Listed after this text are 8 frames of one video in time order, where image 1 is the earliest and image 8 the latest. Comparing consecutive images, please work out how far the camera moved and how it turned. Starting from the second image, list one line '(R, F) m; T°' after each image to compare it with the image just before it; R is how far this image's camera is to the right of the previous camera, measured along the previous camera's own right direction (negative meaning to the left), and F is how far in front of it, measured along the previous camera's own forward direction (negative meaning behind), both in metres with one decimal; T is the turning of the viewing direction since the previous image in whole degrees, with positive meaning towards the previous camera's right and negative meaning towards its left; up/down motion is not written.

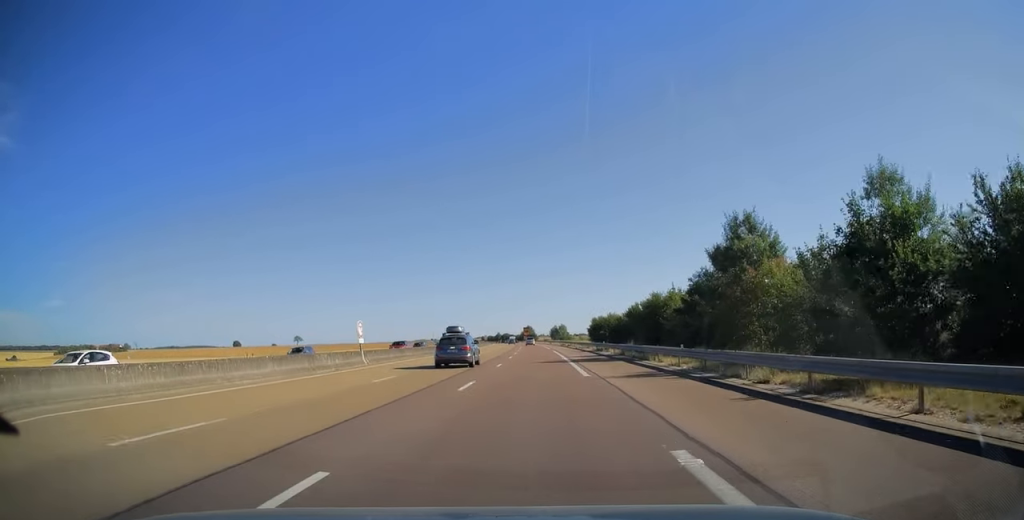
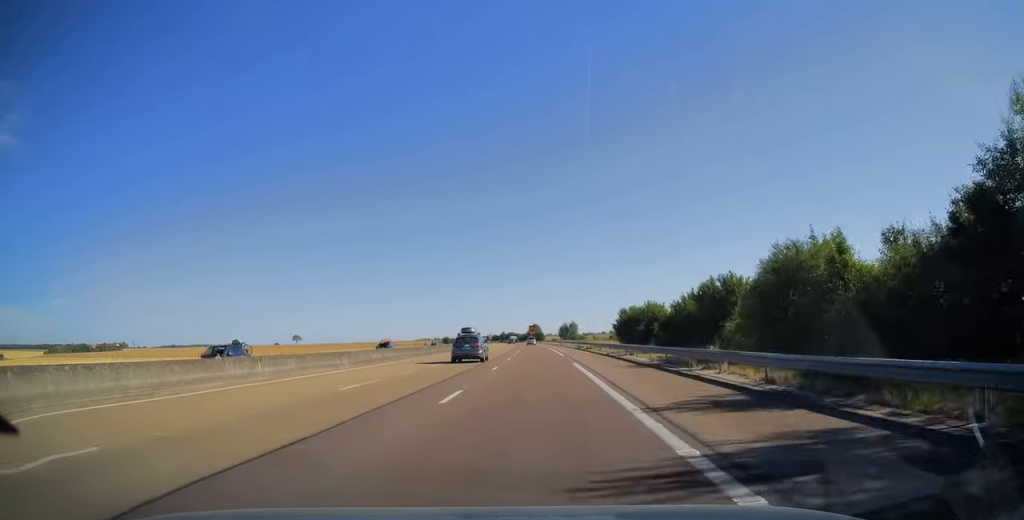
(-0.1, +29.3) m; -1°
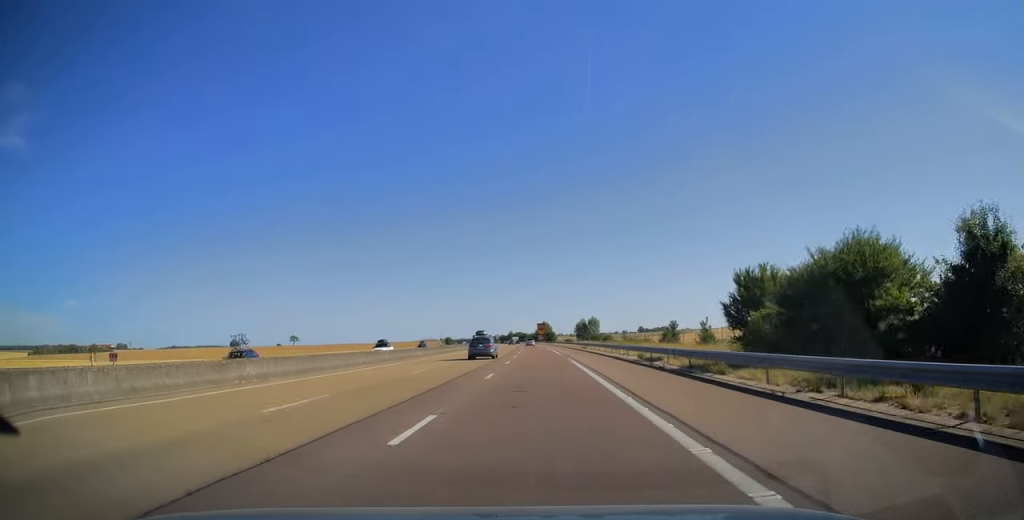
(-0.3, +43.6) m; -1°
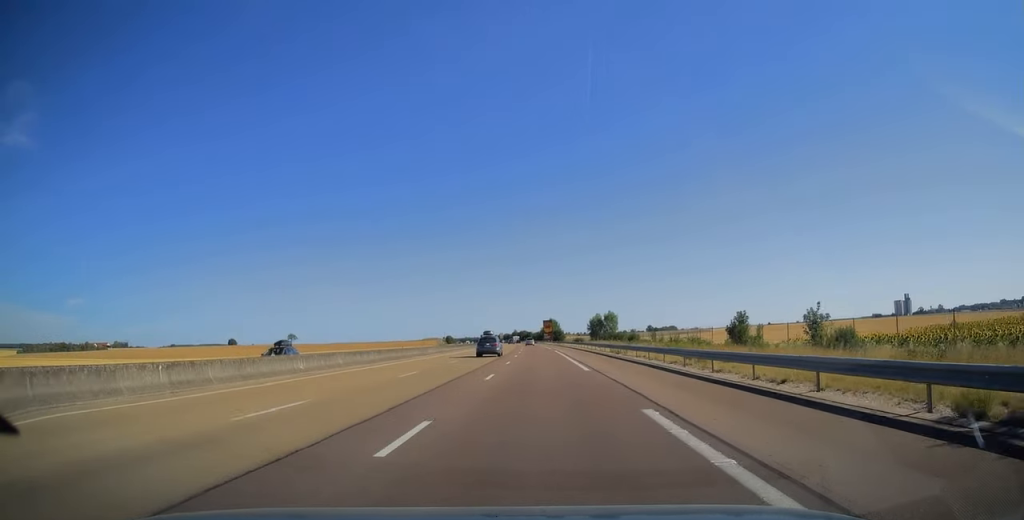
(-0.1, +26.7) m; -1°
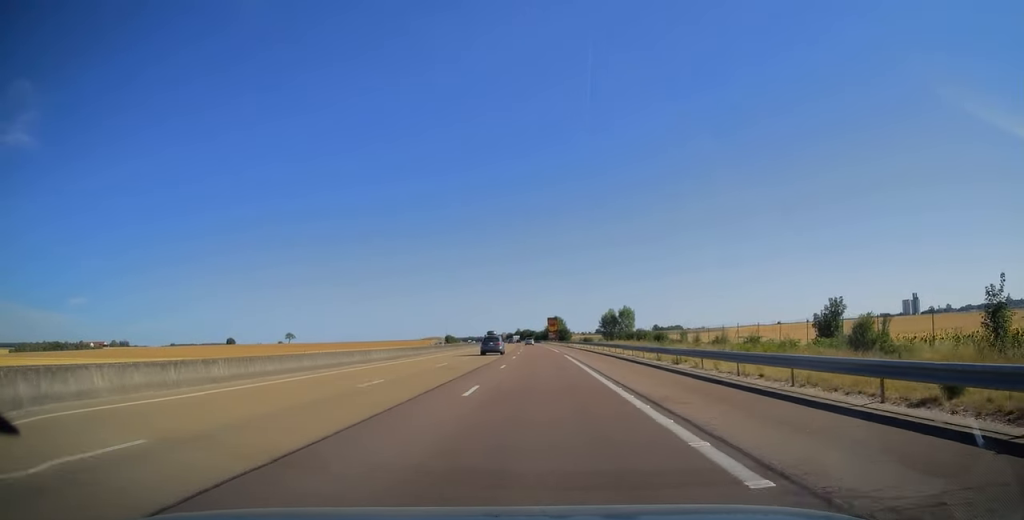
(-0.1, +18.5) m; 0°
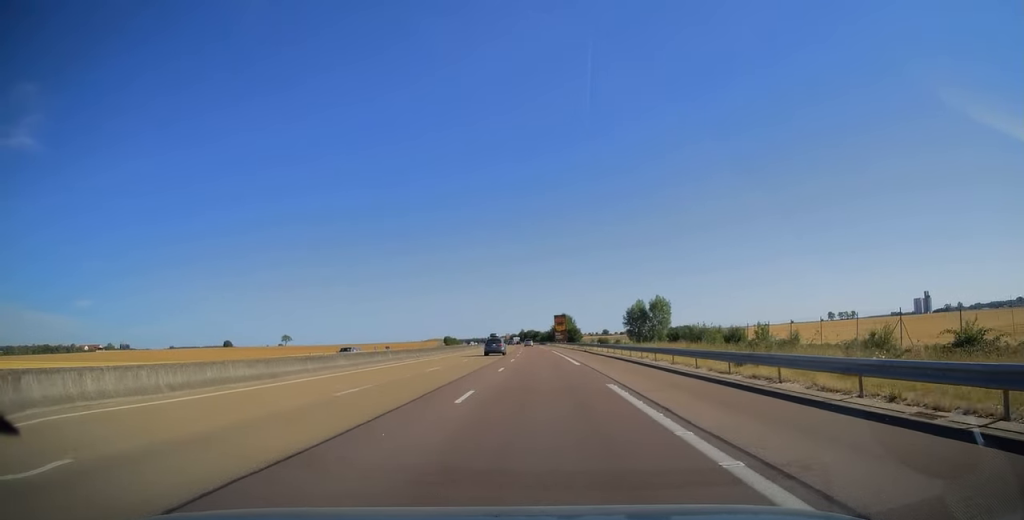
(-0.2, +27.2) m; -1°
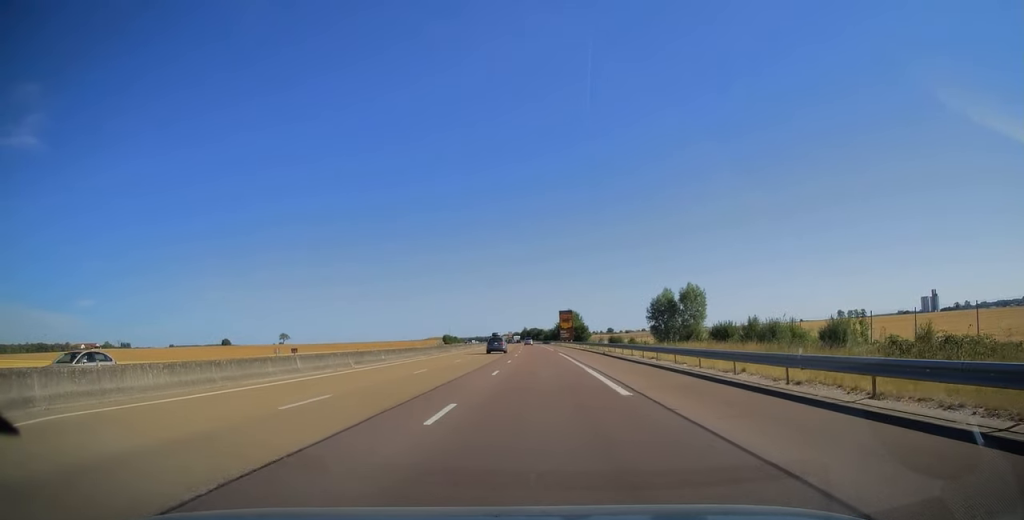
(0.0, +16.4) m; 0°
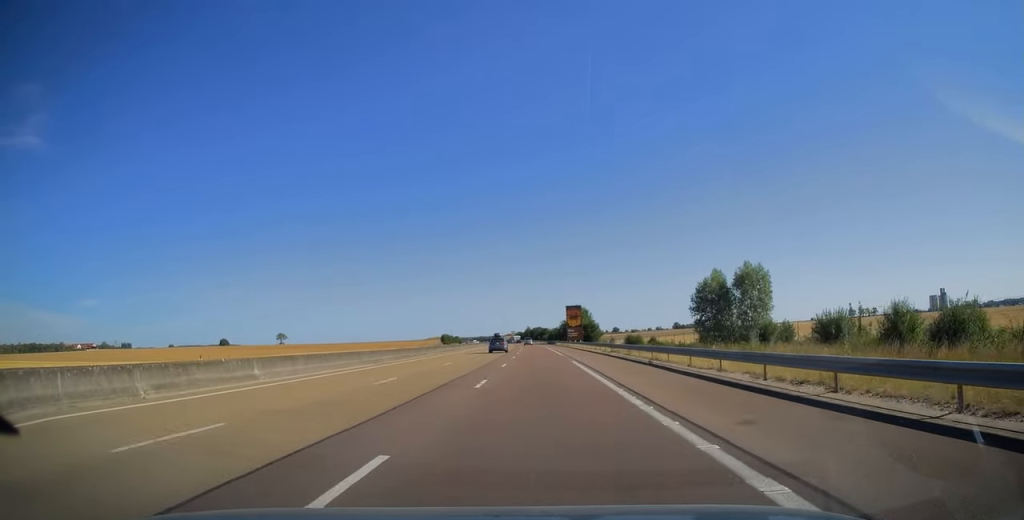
(-0.1, +18.5) m; 0°
